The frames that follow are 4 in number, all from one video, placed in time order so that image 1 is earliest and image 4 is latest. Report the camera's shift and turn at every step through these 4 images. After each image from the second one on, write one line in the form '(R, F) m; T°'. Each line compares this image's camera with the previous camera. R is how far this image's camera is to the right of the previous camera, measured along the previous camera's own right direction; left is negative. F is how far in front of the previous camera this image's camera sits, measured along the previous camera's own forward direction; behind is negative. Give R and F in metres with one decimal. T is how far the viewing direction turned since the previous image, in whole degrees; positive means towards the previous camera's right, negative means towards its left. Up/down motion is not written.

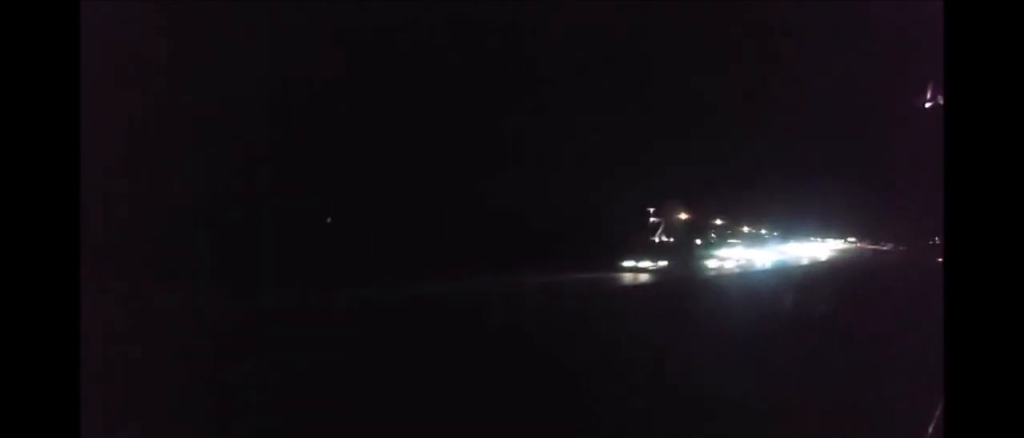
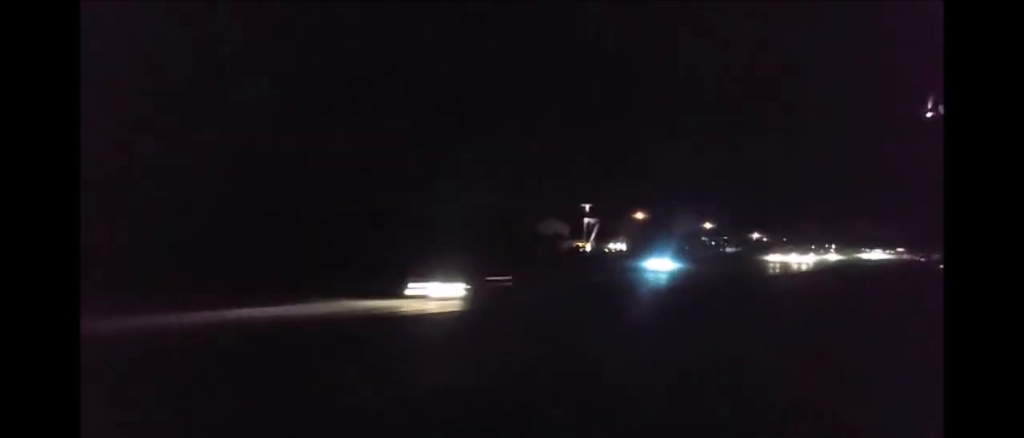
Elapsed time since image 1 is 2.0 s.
(-1.5, +63.5) m; -3°
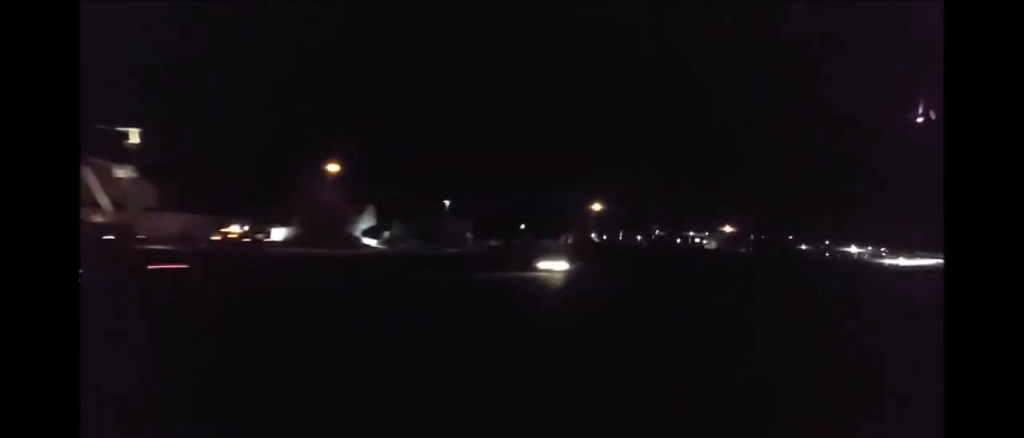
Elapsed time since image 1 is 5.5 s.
(-5.6, +109.5) m; -5°
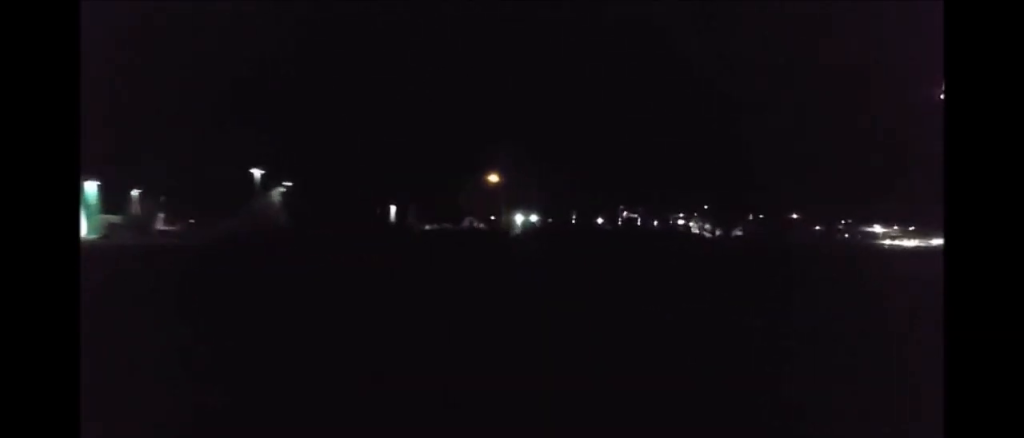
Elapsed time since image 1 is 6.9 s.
(-0.4, +44.0) m; -1°
